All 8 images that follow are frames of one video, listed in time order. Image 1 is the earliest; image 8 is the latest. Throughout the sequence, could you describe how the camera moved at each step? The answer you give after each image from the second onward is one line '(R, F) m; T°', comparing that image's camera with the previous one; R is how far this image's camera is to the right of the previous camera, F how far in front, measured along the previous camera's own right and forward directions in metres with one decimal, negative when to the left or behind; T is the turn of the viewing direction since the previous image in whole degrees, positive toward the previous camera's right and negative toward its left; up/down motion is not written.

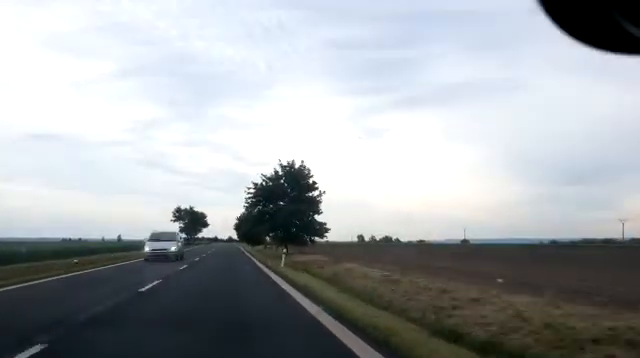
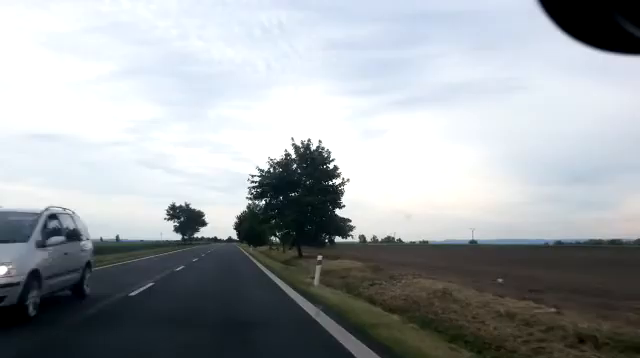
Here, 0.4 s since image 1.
(+0.2, +9.8) m; 0°
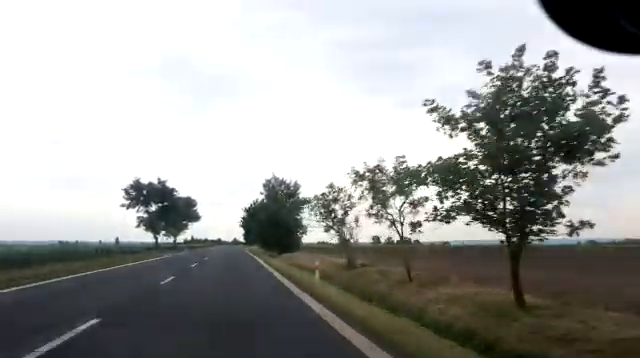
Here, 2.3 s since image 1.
(-0.5, +41.9) m; -1°
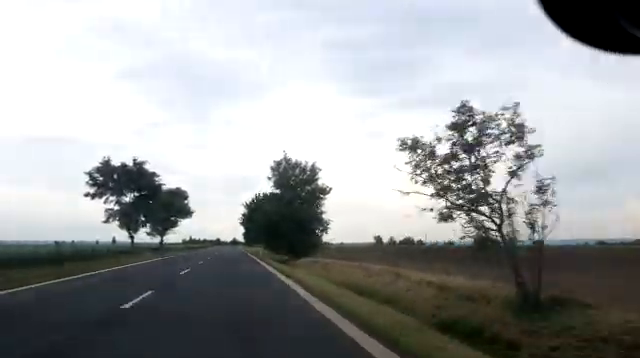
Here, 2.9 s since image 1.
(-0.1, +13.8) m; +1°
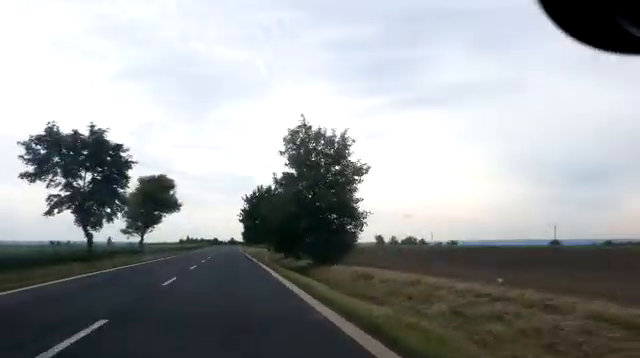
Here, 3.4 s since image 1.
(+0.2, +13.0) m; +1°
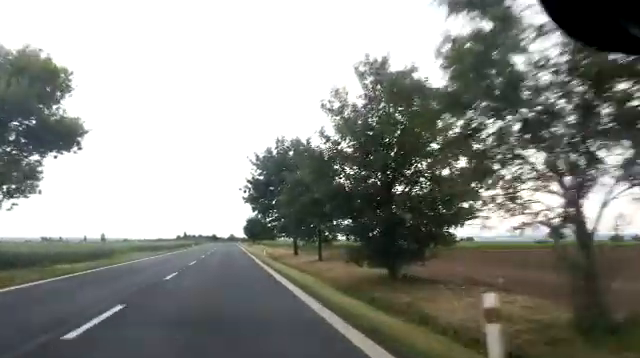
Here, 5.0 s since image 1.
(+0.2, +35.4) m; 0°
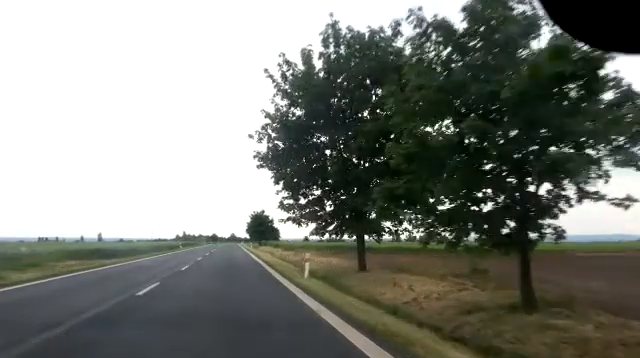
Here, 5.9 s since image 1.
(-0.1, +22.1) m; 0°
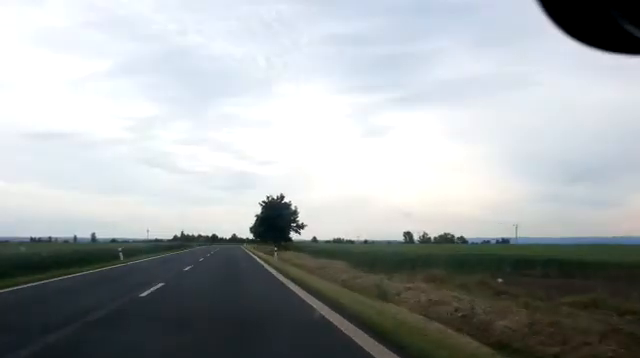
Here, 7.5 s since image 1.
(-0.2, +35.8) m; -1°
